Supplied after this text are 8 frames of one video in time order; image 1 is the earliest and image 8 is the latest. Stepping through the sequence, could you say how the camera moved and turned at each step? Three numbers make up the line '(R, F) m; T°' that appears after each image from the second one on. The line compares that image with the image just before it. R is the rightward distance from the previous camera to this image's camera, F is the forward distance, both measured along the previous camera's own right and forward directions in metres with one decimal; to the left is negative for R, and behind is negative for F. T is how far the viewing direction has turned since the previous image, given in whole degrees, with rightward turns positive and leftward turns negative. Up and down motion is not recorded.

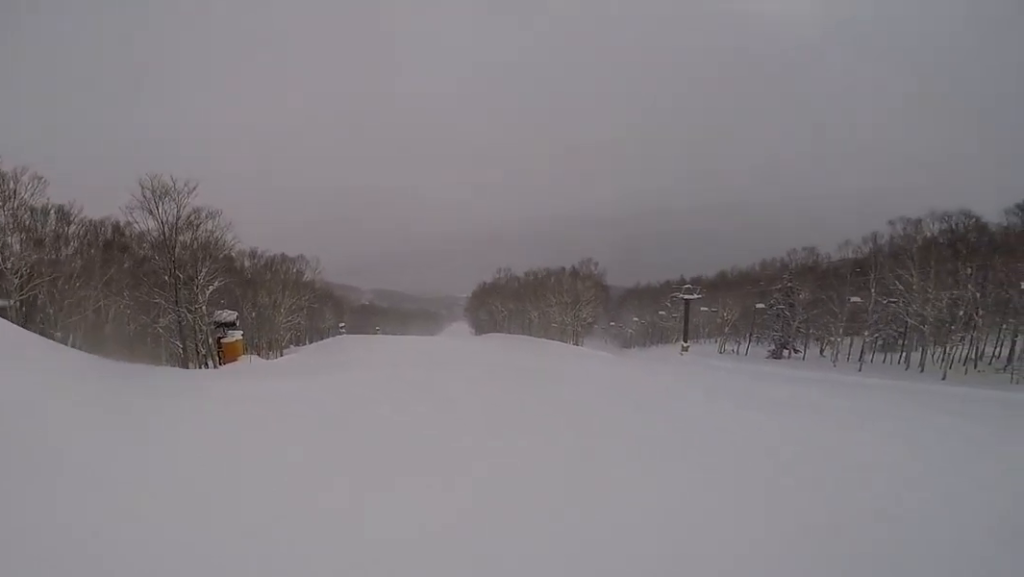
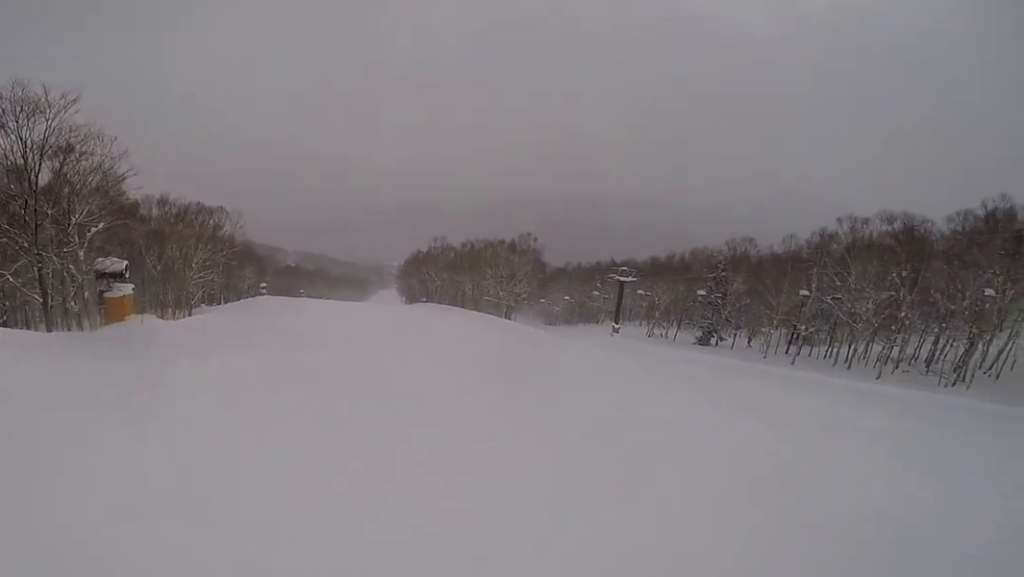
(0.0, +4.5) m; +6°
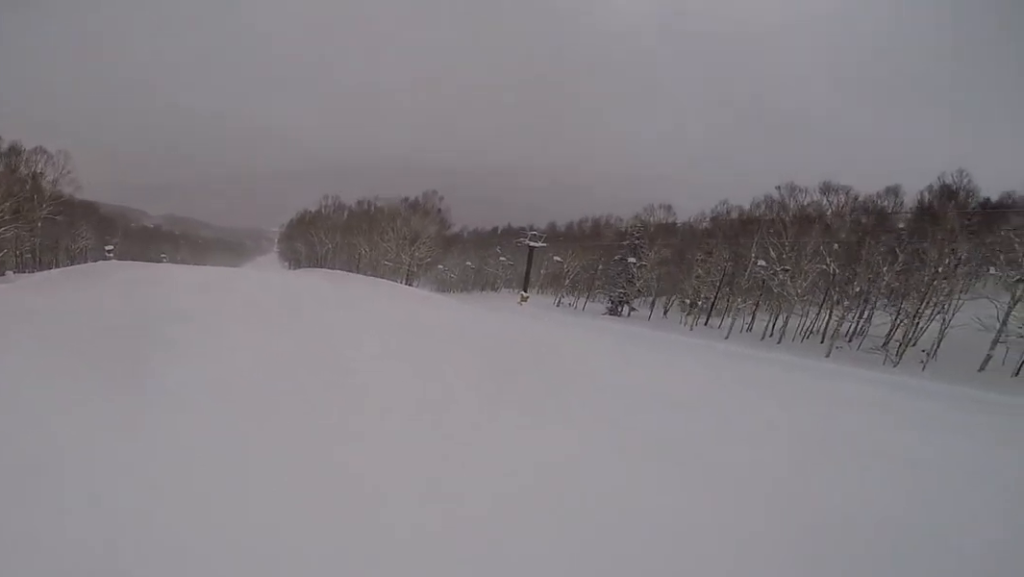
(+1.6, +9.3) m; +14°
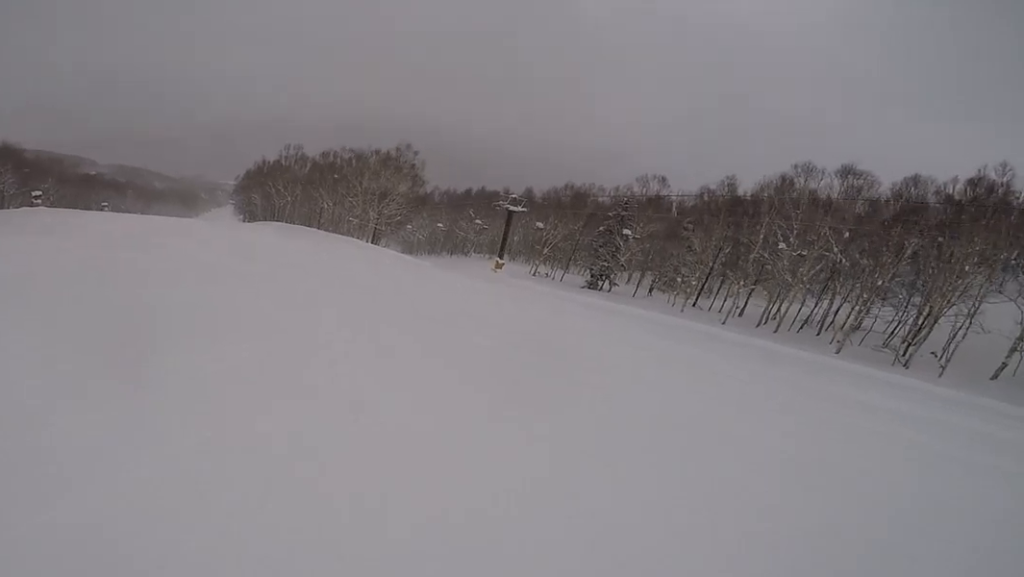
(+0.5, +5.5) m; 0°
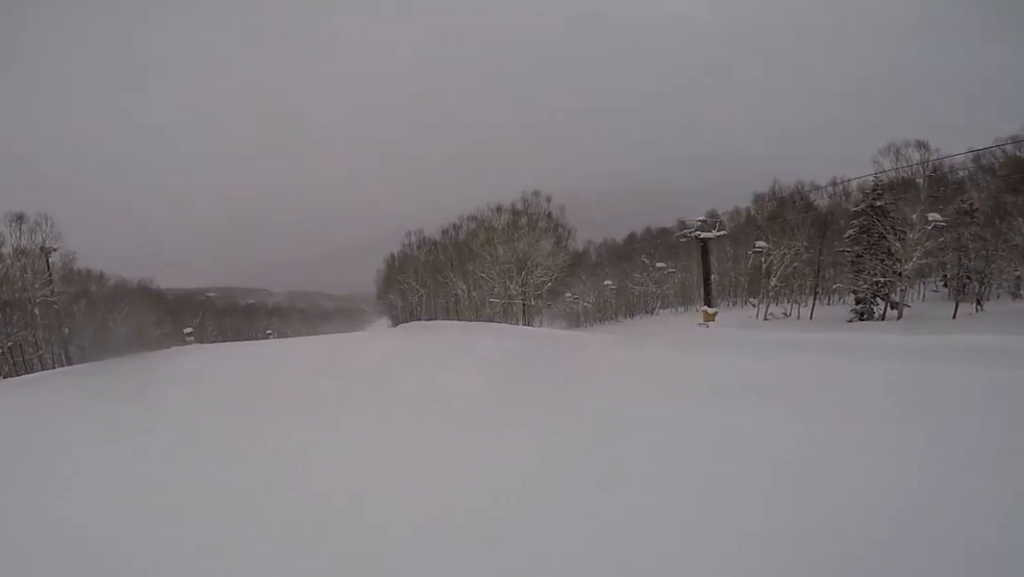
(-0.4, +12.0) m; -20°
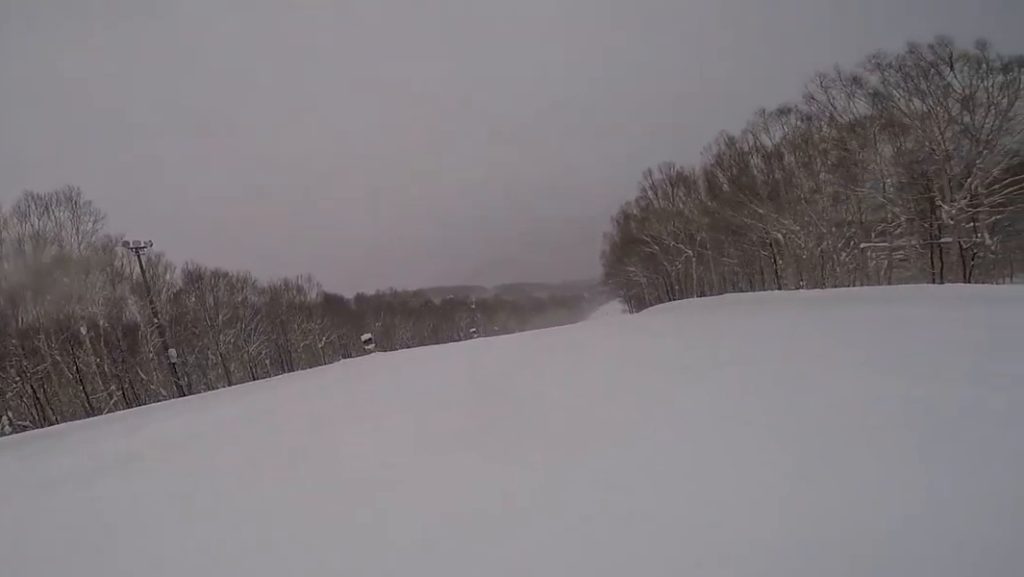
(-8.1, +20.3) m; -17°
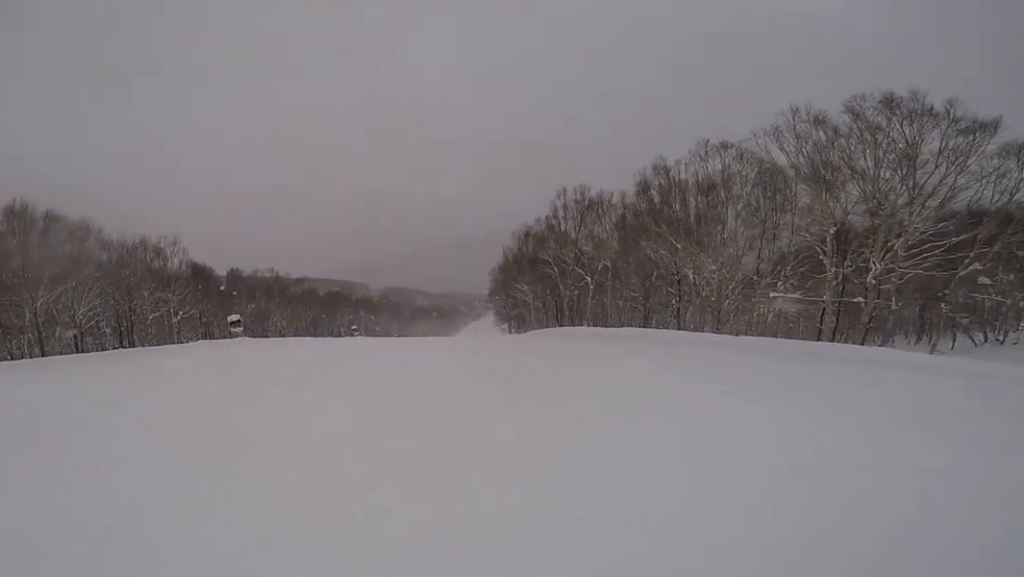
(+0.7, +5.1) m; 0°
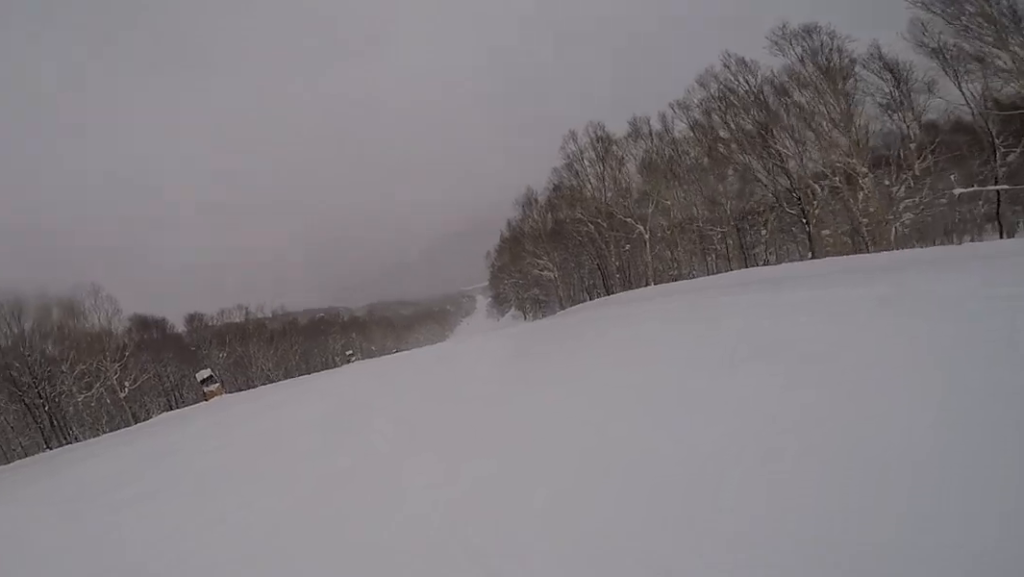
(-0.1, +11.2) m; -1°
